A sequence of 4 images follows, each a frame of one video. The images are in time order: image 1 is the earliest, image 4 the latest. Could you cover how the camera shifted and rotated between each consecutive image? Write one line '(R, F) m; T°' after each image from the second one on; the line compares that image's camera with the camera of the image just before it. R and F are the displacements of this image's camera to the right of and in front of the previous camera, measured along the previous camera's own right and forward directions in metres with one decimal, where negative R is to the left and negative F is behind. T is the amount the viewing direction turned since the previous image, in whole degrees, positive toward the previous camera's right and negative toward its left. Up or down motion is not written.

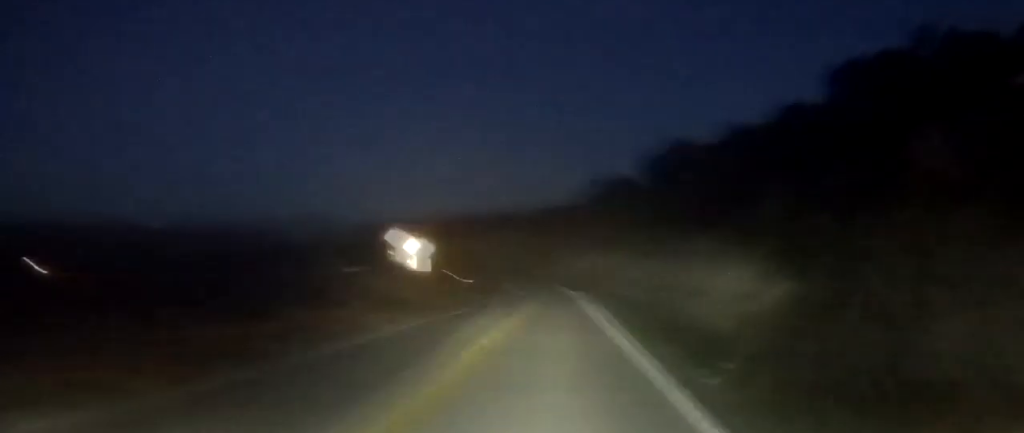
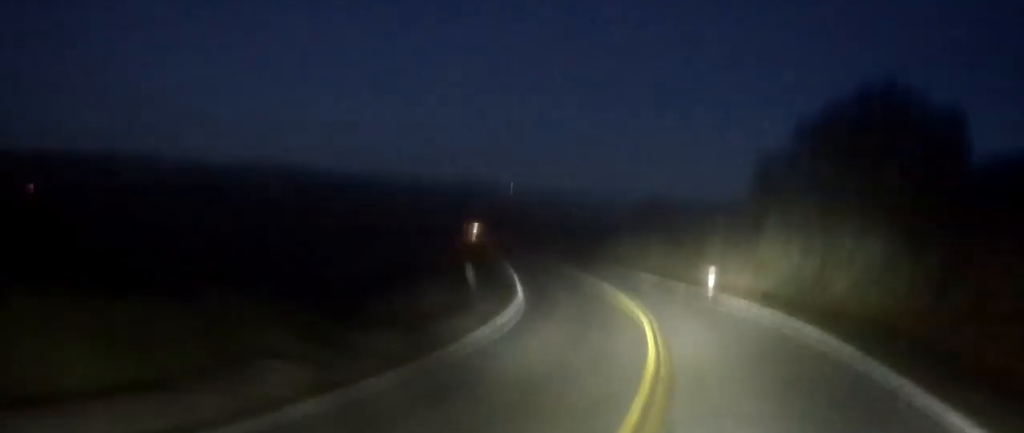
(-7.3, +59.6) m; -19°
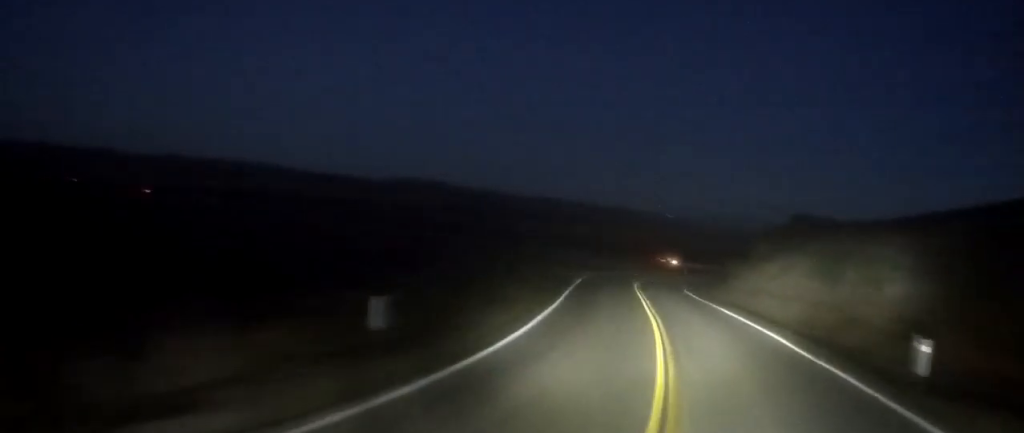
(-1.6, +17.0) m; -9°
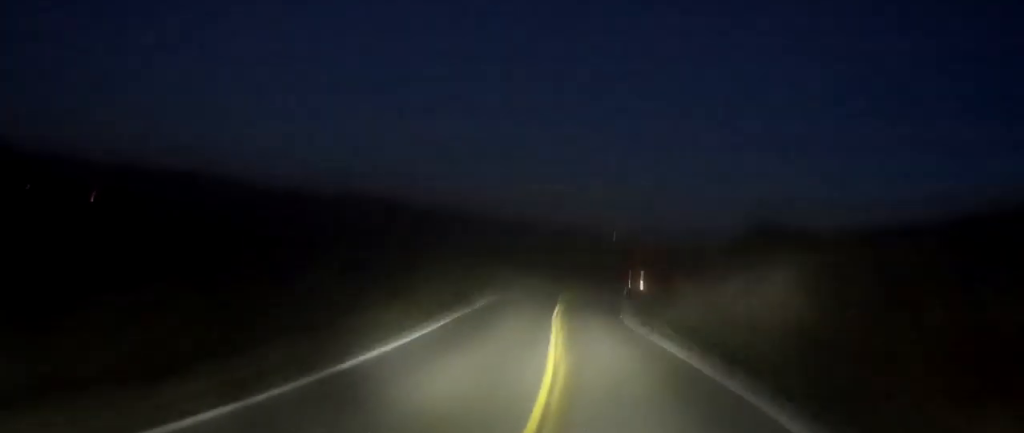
(-0.2, +8.3) m; -4°
